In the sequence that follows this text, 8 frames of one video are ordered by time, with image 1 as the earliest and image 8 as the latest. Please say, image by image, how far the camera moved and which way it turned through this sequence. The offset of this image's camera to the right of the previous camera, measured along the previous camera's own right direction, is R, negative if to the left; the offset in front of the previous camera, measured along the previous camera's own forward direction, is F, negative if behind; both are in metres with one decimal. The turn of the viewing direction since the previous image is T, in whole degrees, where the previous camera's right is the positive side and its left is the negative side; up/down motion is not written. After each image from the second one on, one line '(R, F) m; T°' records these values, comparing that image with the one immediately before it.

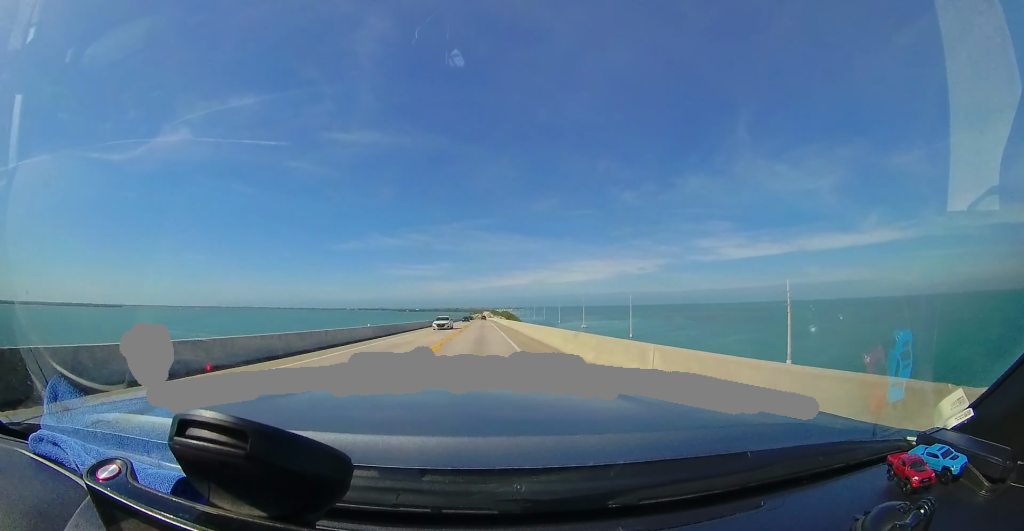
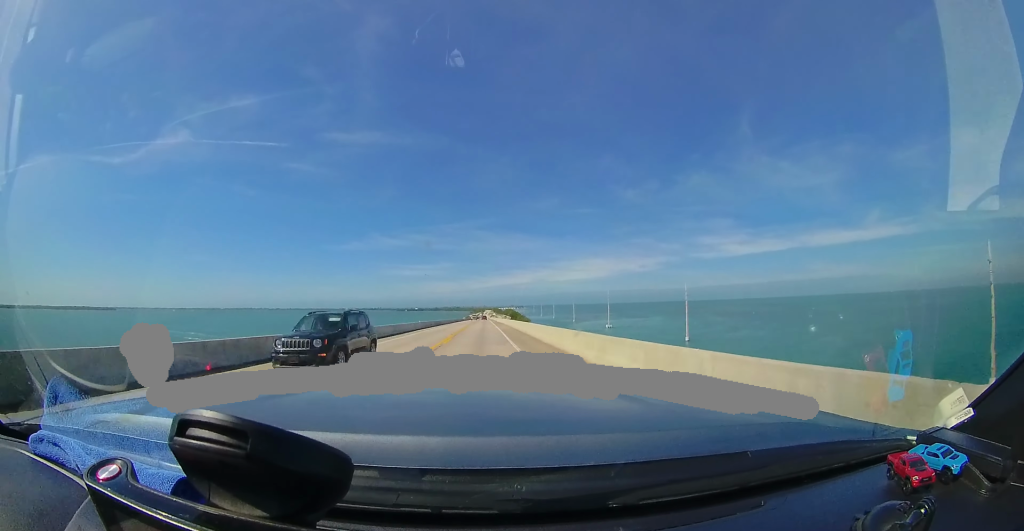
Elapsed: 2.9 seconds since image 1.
(+0.1, +55.3) m; 0°
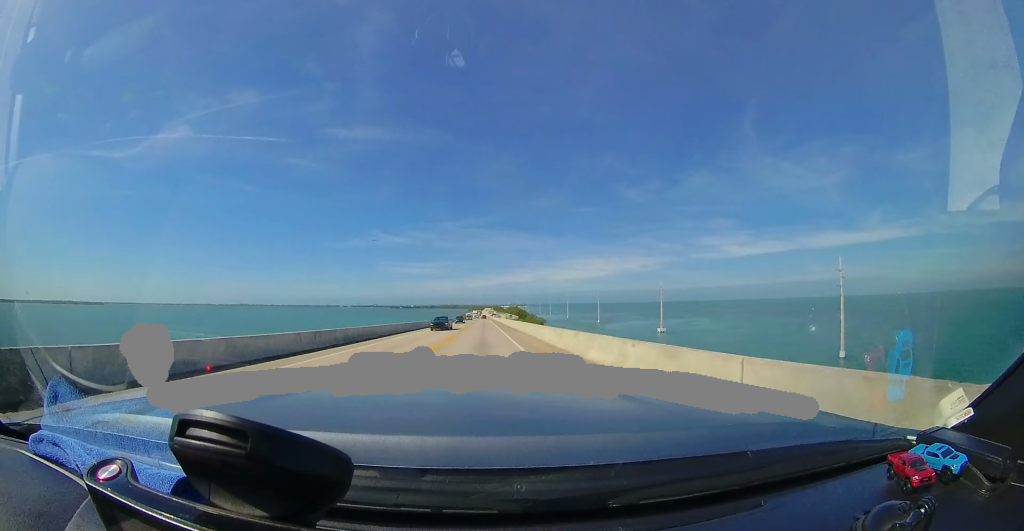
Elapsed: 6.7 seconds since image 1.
(+0.2, +71.2) m; 0°
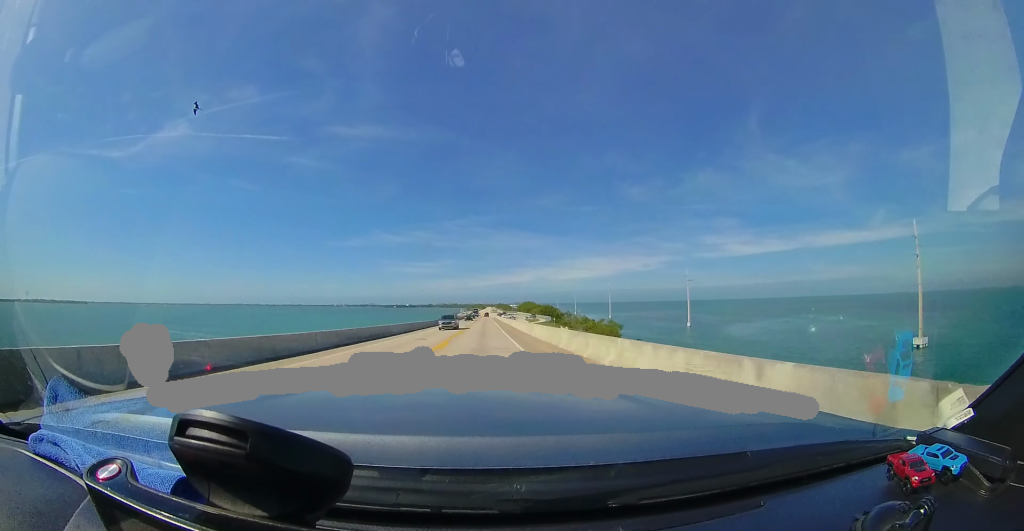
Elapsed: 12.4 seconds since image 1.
(-0.5, +112.5) m; -1°
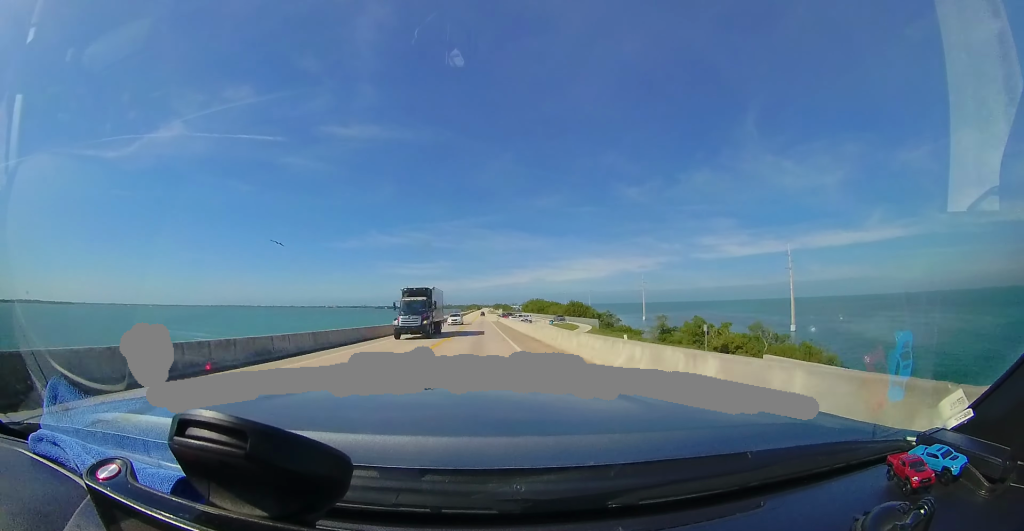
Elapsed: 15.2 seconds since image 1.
(-0.4, +56.7) m; 0°
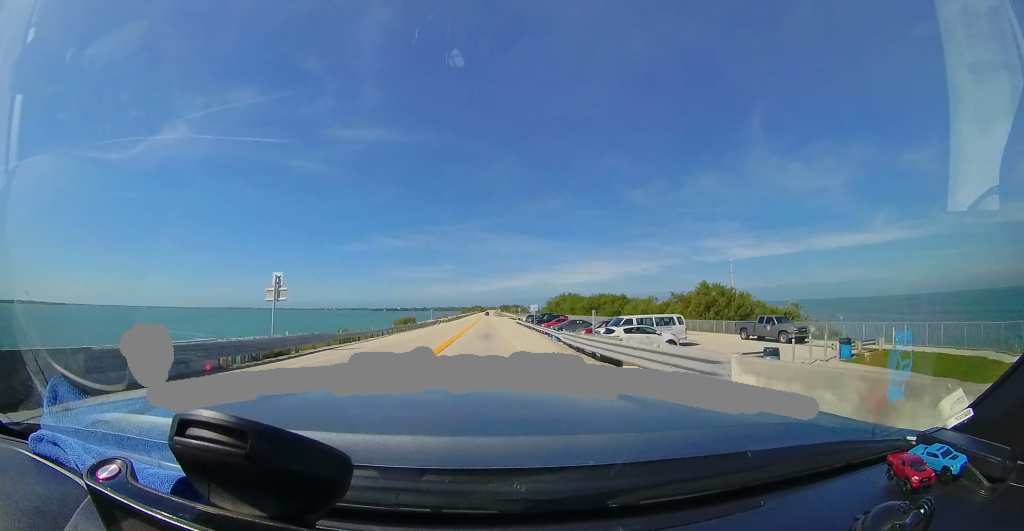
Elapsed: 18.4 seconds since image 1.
(0.0, +66.4) m; 0°
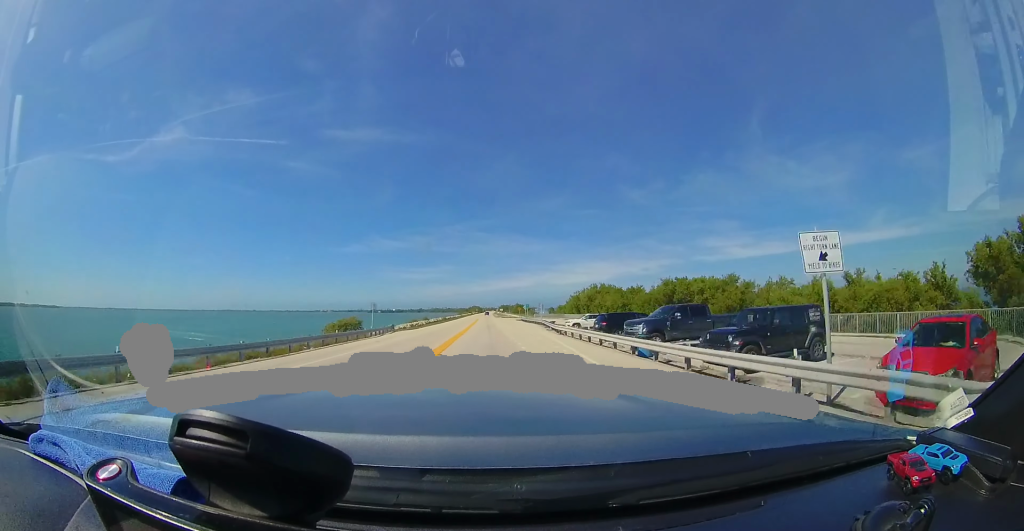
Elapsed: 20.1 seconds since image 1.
(0.0, +37.1) m; 0°
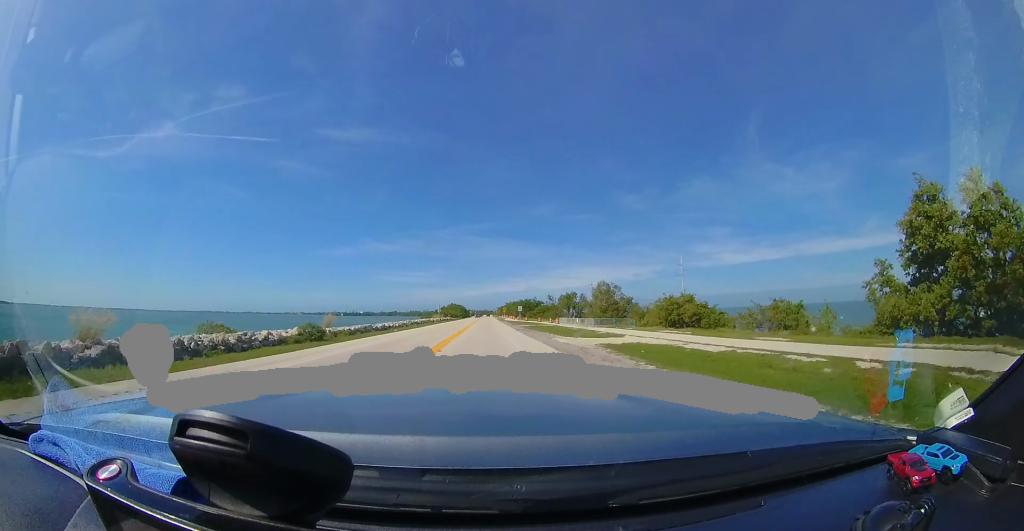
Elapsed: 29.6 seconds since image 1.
(+0.7, +211.8) m; +1°
